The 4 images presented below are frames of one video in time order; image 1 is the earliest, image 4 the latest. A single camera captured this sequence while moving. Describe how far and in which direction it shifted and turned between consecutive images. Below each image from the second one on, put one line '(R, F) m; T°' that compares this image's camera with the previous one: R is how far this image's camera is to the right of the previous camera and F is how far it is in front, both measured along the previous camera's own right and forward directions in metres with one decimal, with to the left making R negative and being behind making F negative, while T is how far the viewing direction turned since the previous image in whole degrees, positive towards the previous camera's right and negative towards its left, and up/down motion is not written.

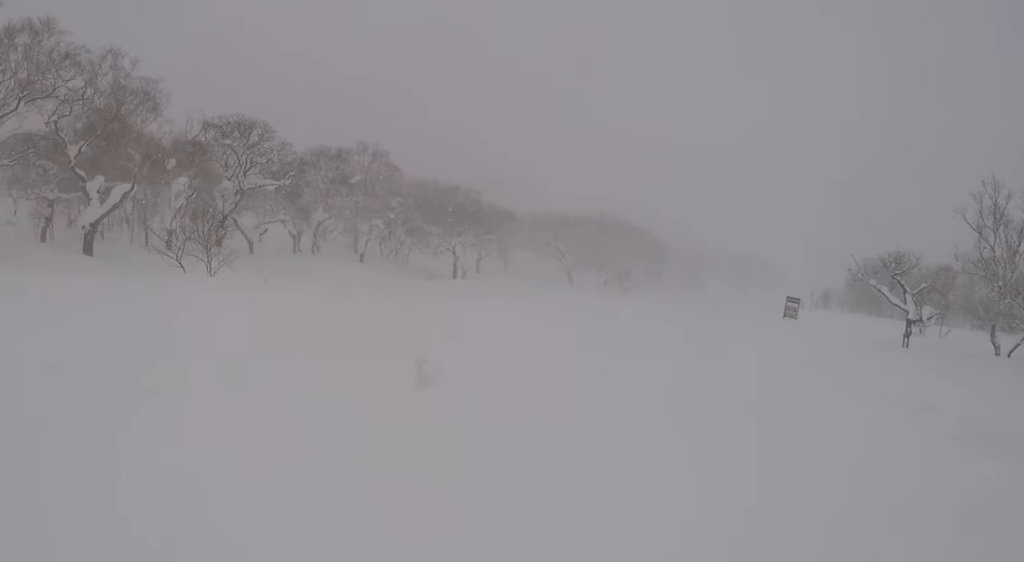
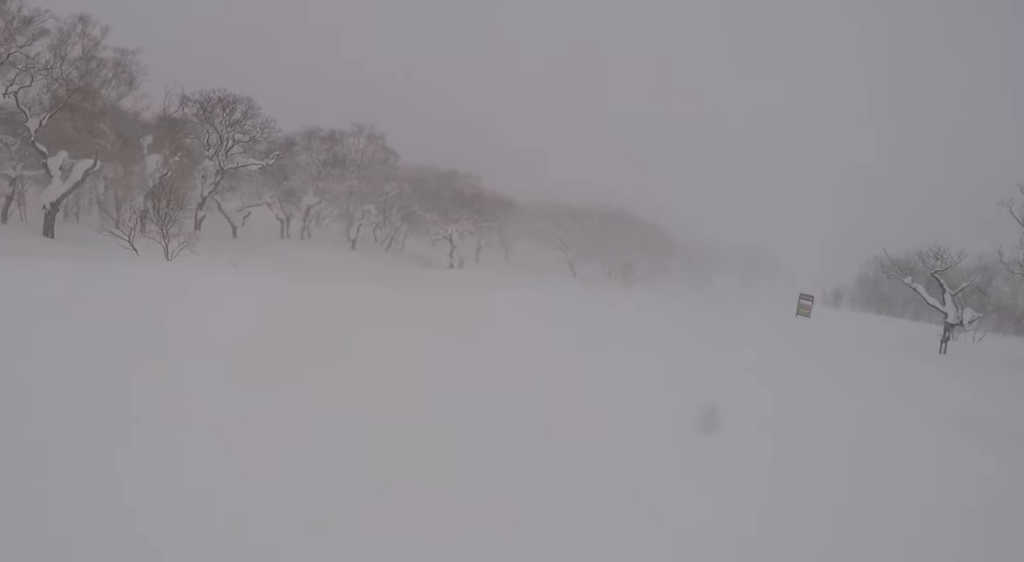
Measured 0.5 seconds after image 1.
(+0.1, +3.5) m; +3°
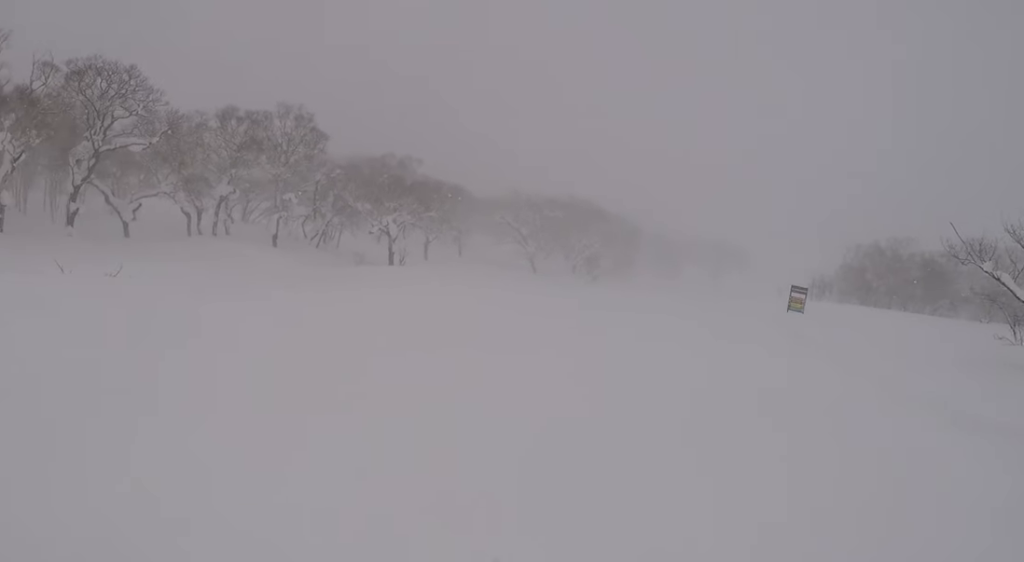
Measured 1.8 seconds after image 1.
(+0.9, +9.5) m; +2°
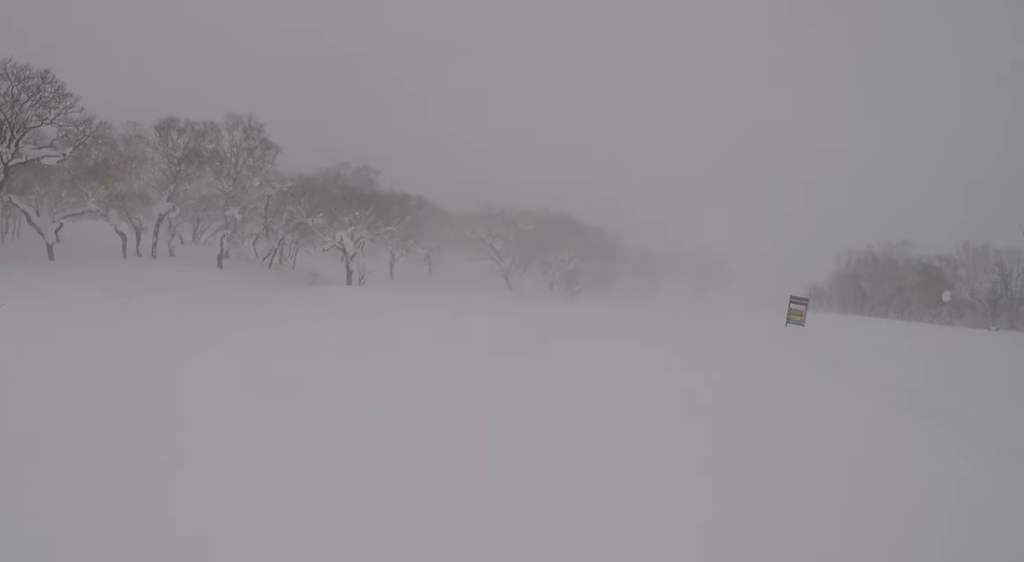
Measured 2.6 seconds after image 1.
(-0.3, +5.6) m; -3°
